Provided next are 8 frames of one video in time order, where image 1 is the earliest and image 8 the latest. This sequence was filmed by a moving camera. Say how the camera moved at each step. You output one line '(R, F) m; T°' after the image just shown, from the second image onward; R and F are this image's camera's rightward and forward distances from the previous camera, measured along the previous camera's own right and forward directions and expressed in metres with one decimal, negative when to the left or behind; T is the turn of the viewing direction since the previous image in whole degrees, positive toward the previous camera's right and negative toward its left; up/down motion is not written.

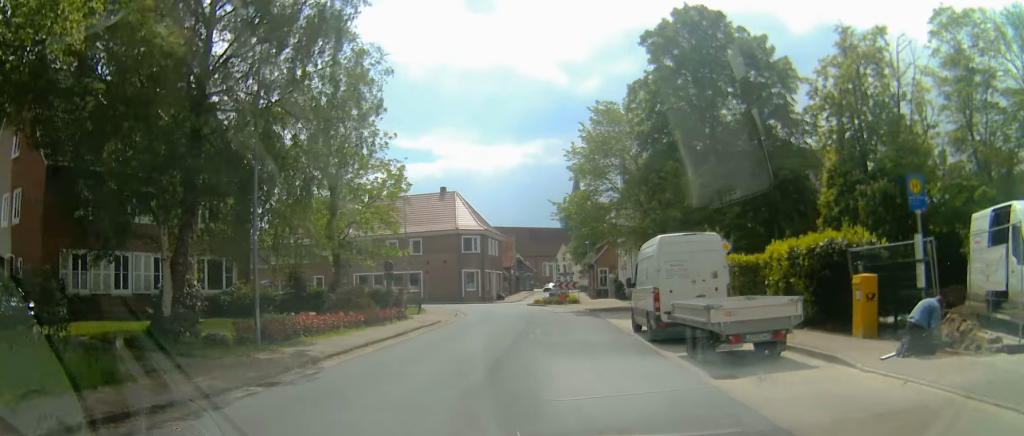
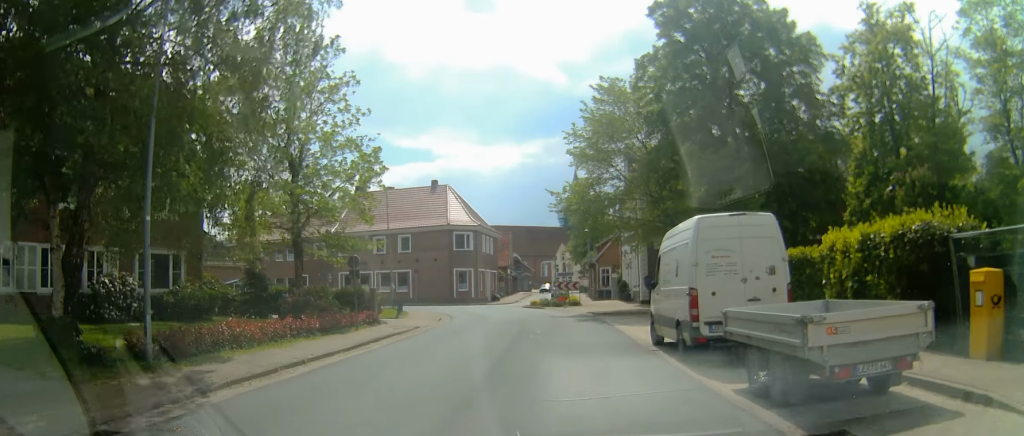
(-0.2, +4.6) m; 0°
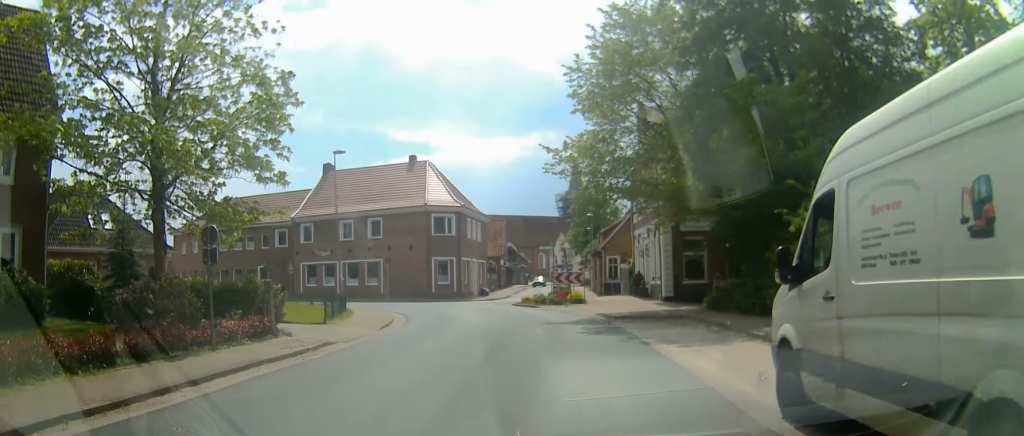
(-0.1, +10.5) m; +1°
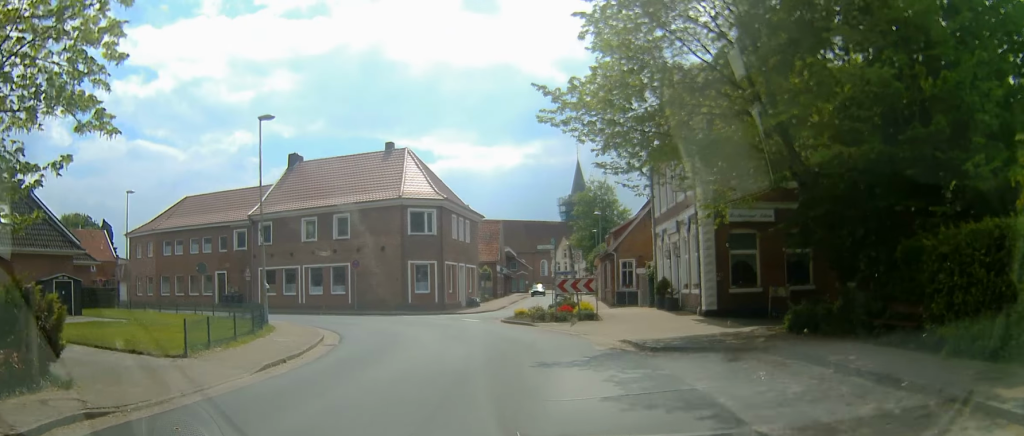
(+0.3, +10.5) m; 0°
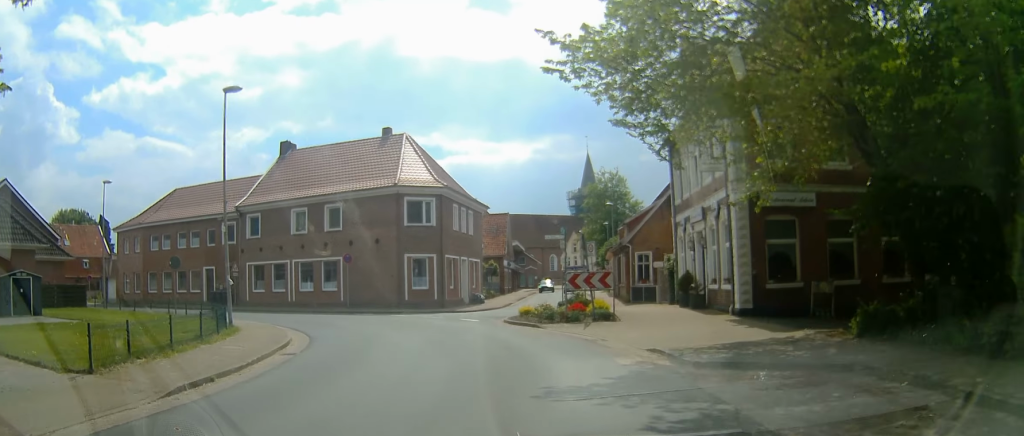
(0.0, +4.6) m; -2°
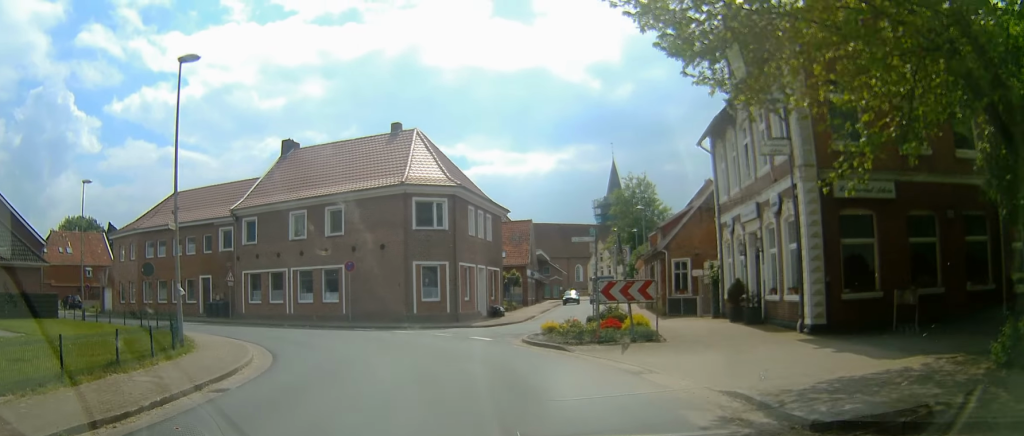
(-0.1, +5.9) m; -3°
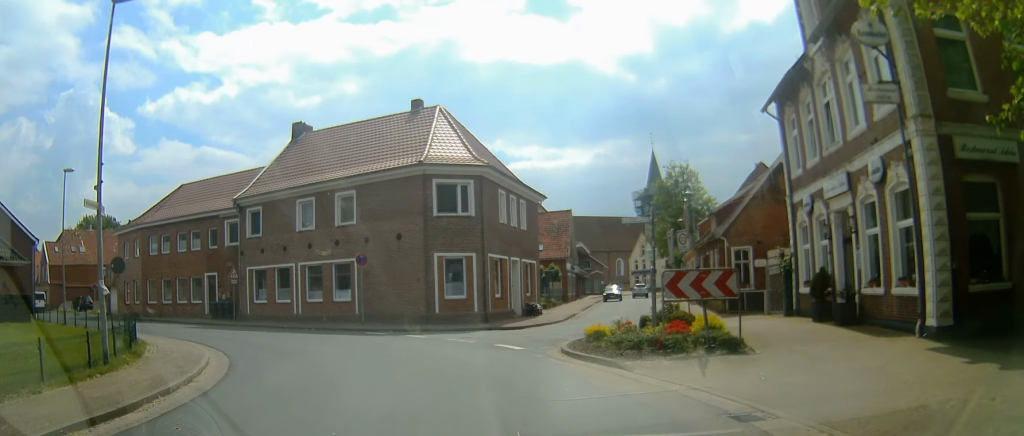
(-0.3, +6.5) m; -4°
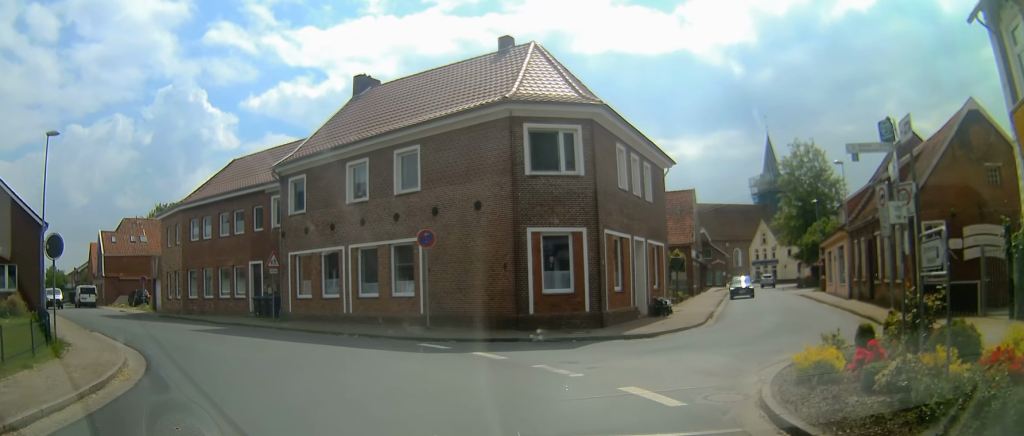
(-0.9, +9.9) m; -8°
